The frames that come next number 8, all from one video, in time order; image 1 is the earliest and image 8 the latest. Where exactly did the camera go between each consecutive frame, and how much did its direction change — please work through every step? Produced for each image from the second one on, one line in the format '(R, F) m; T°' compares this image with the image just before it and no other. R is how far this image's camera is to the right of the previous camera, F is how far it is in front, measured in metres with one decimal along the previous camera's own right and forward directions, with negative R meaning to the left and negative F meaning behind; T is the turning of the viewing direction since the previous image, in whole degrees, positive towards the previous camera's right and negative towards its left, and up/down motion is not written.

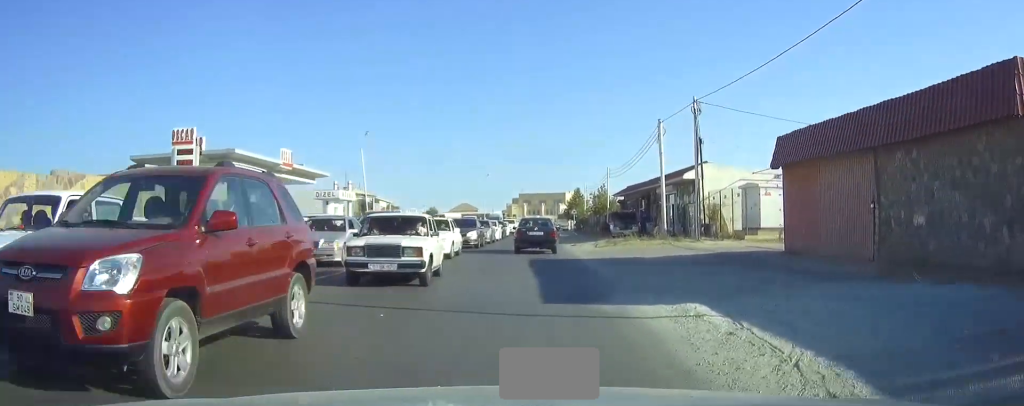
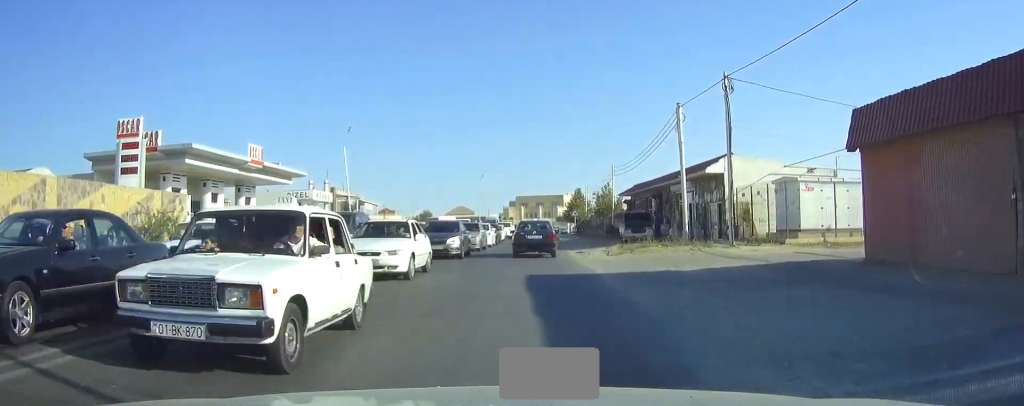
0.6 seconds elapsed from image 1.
(0.0, +5.9) m; +1°
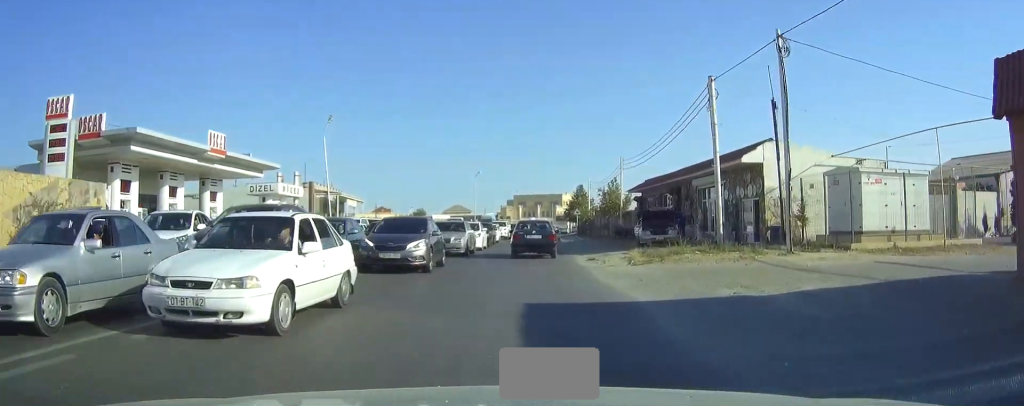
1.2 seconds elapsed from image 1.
(+0.1, +6.3) m; +1°
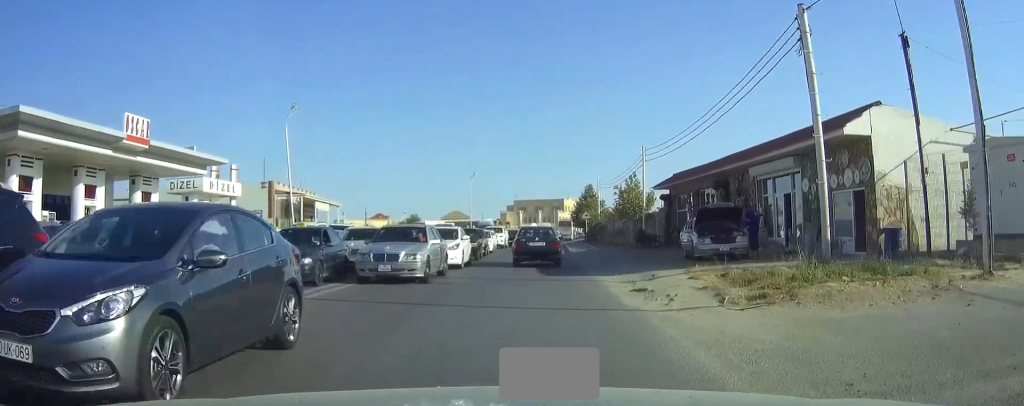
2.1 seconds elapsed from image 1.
(+0.1, +9.9) m; +1°
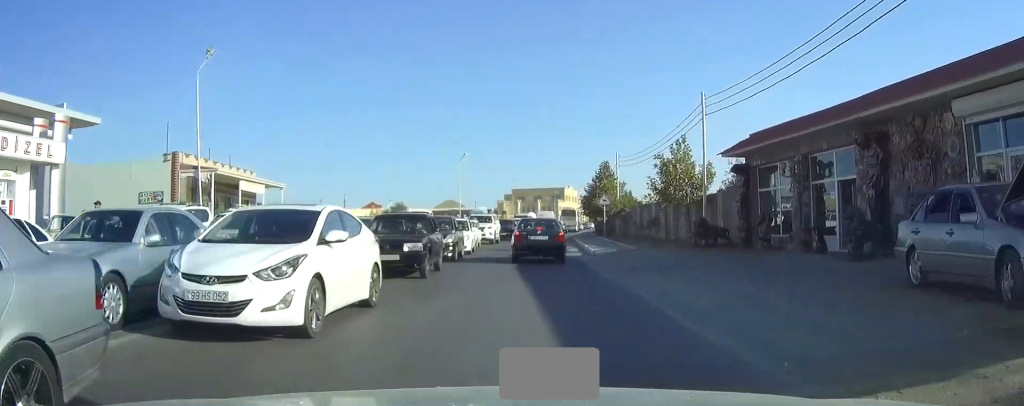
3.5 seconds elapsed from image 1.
(+0.1, +14.6) m; +1°
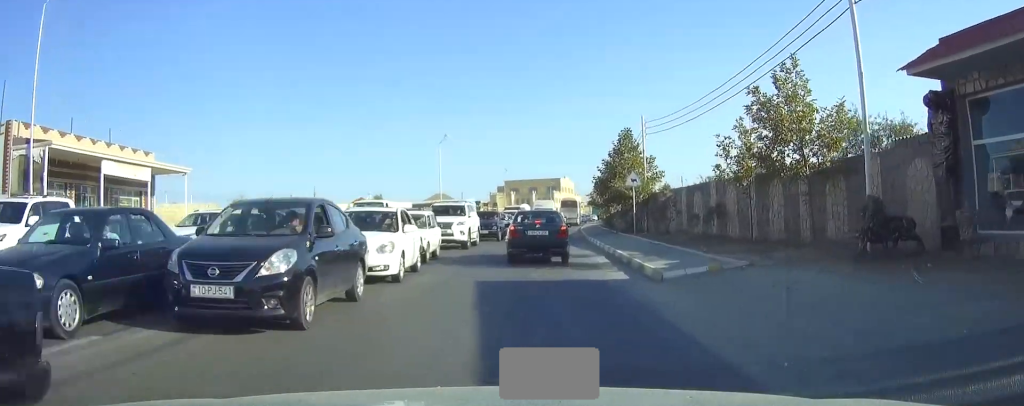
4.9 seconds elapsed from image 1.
(0.0, +13.7) m; +1°
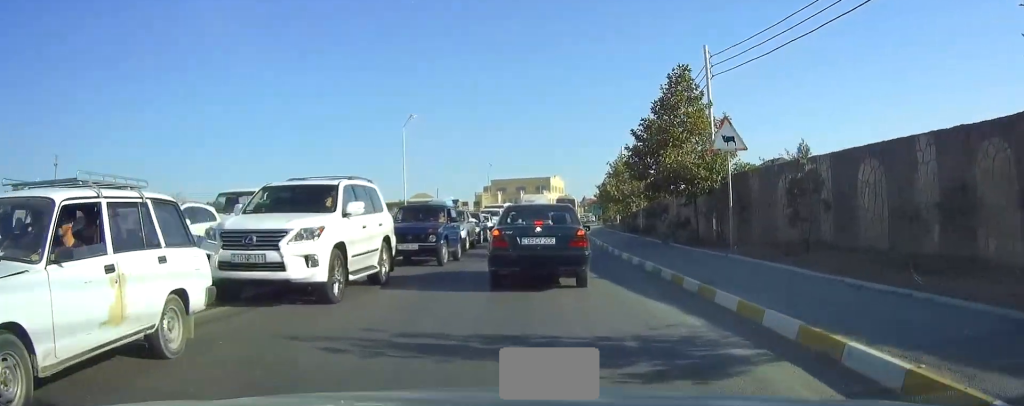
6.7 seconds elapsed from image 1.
(+0.1, +14.3) m; 0°
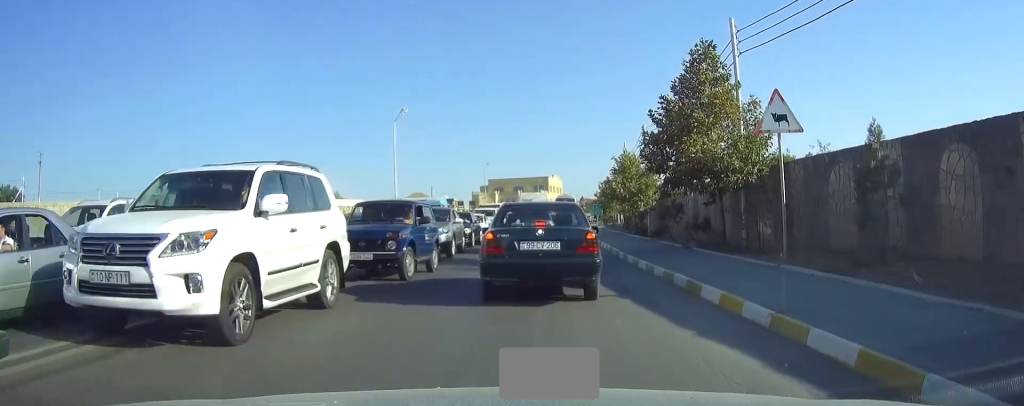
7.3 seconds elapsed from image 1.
(0.0, +2.8) m; 0°
